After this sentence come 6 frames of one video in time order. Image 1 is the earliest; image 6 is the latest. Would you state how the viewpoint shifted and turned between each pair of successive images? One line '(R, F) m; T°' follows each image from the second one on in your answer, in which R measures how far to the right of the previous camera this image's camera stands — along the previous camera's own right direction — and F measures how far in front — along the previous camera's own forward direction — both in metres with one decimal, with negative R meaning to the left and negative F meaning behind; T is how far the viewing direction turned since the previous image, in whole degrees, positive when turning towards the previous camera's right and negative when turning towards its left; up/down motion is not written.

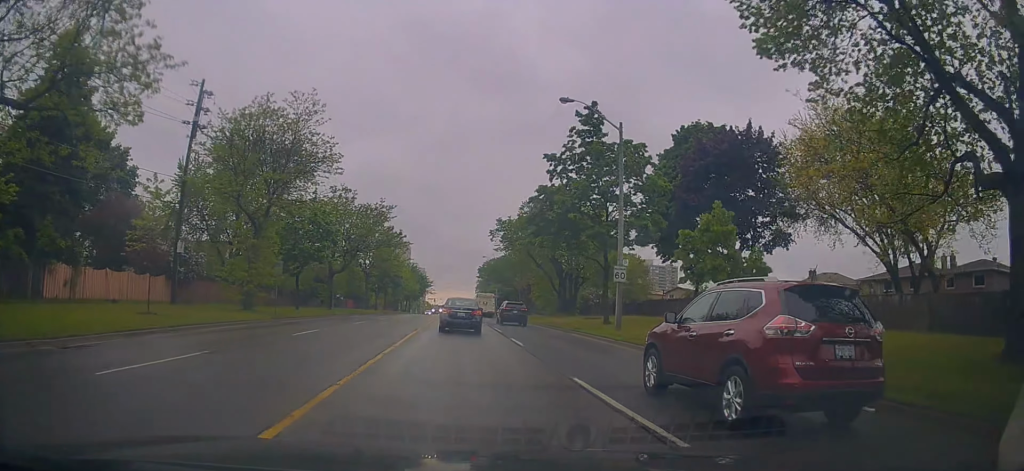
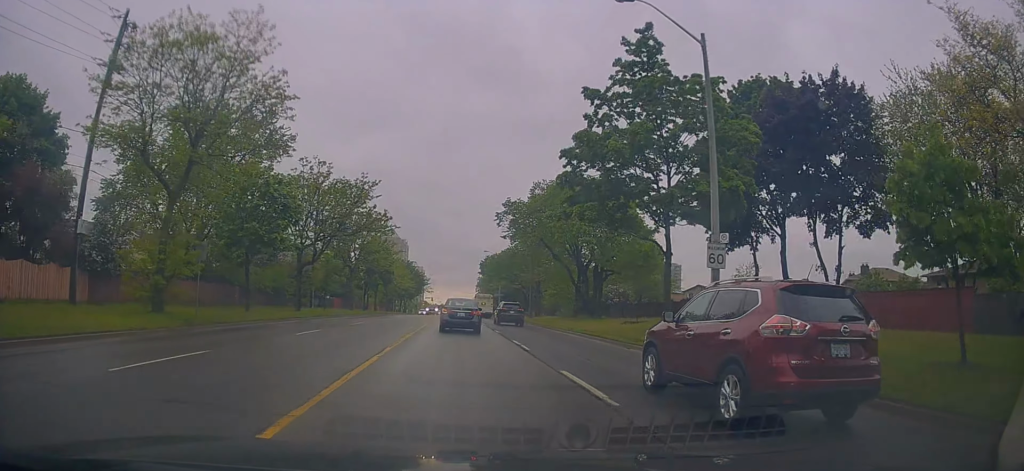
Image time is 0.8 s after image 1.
(+0.2, +9.9) m; +2°
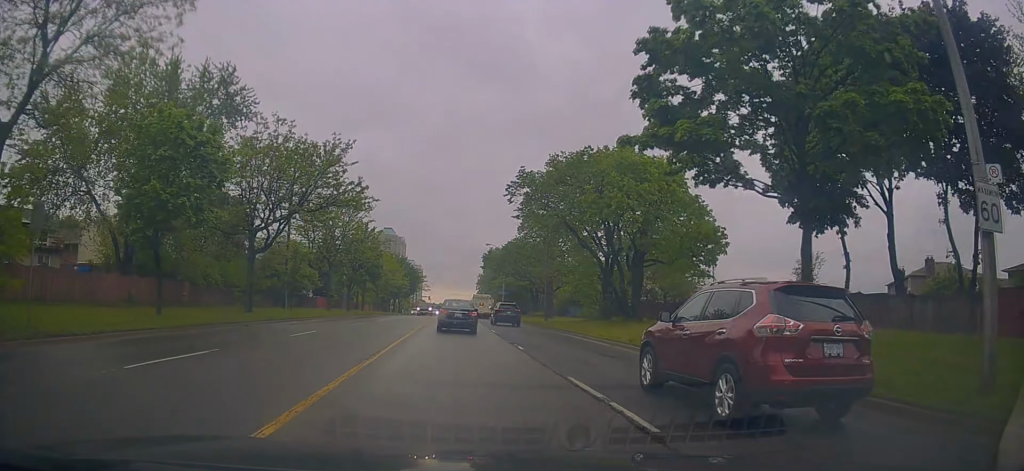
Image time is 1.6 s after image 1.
(+0.1, +10.4) m; 0°
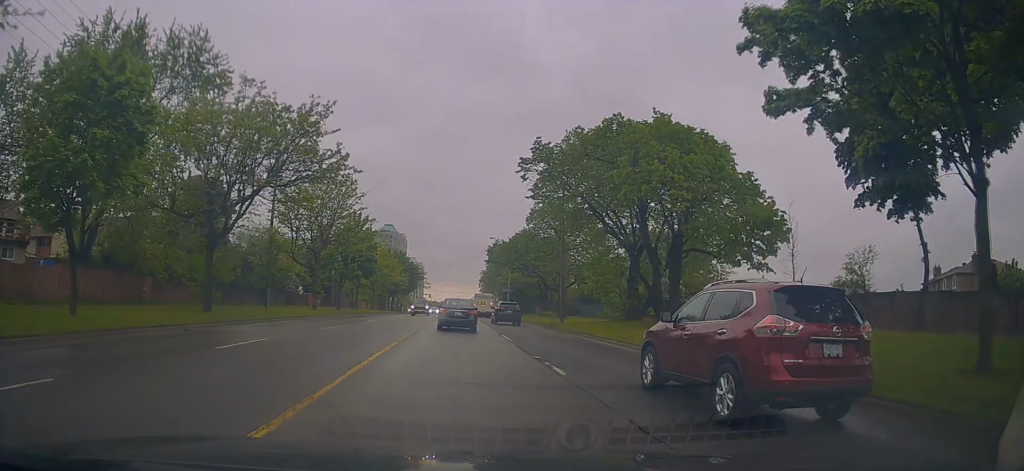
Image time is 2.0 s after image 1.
(0.0, +6.3) m; 0°
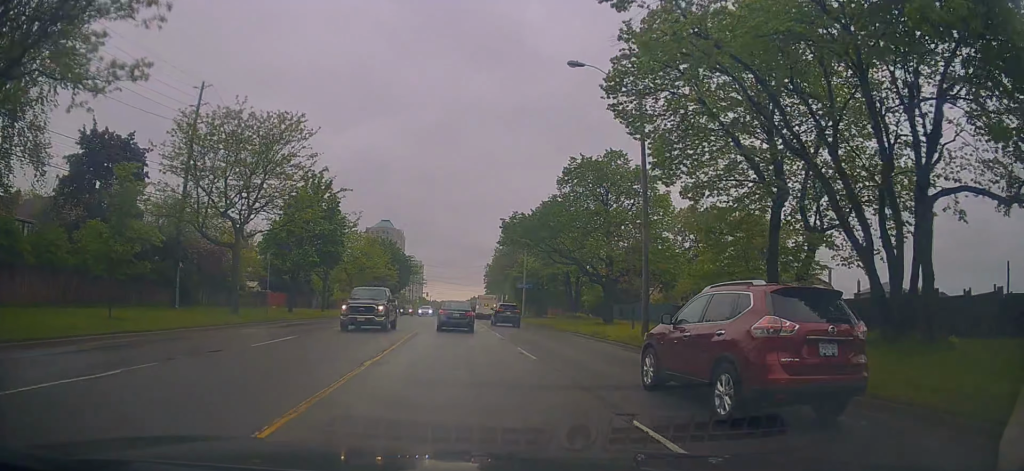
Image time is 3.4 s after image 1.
(-0.4, +18.0) m; -2°
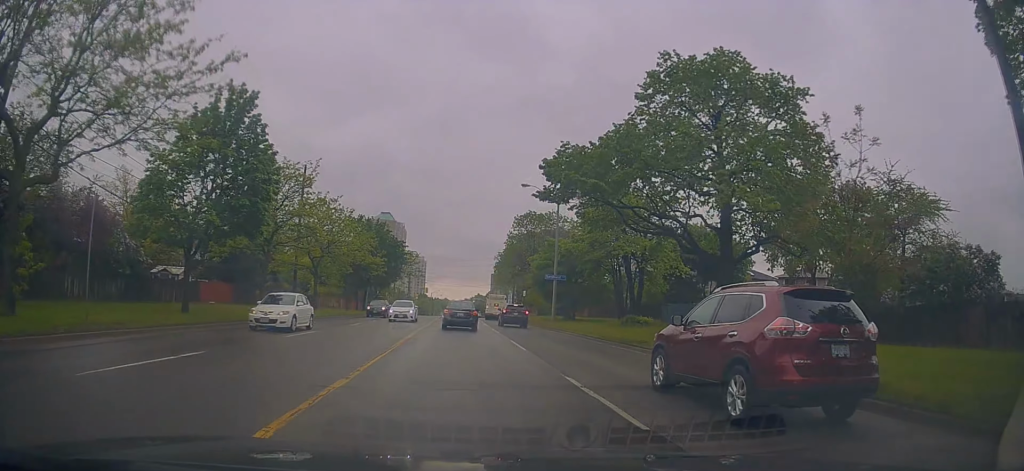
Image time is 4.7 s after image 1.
(+0.1, +17.6) m; +2°
